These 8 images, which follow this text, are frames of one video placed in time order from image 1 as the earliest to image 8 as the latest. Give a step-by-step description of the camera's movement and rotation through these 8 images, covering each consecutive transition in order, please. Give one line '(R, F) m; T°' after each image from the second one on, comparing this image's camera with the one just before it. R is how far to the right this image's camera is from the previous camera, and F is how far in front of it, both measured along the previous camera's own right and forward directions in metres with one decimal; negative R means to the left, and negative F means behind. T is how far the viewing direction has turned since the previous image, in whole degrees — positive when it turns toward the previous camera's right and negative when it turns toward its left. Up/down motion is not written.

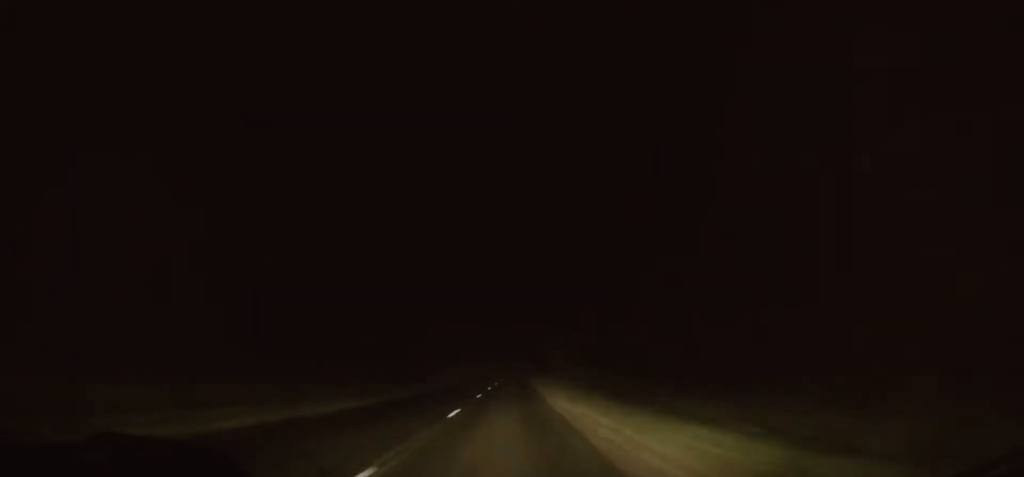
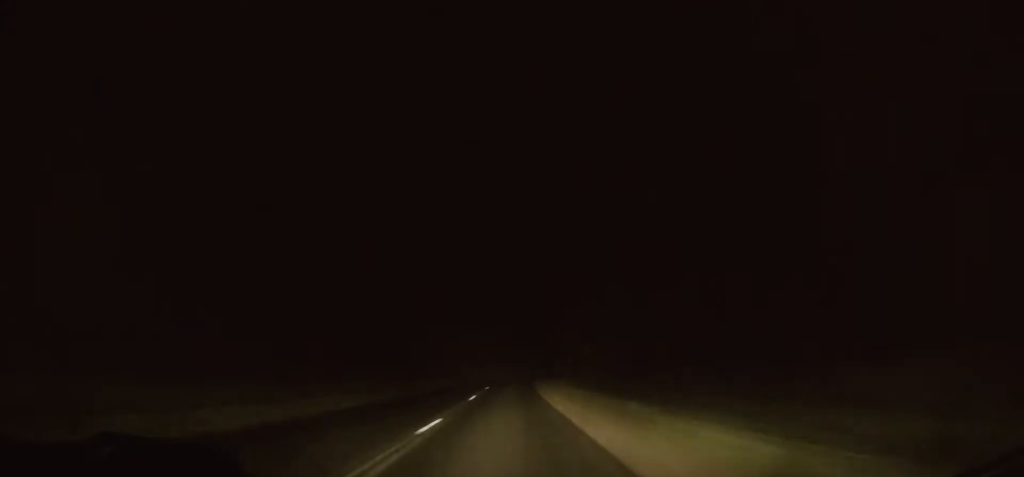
(-0.1, +40.1) m; 0°
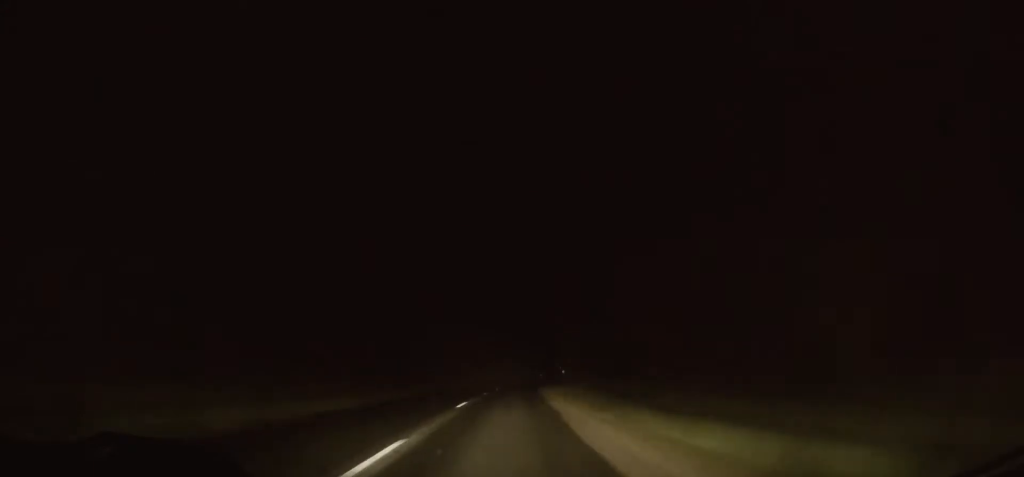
(0.0, +16.6) m; 0°
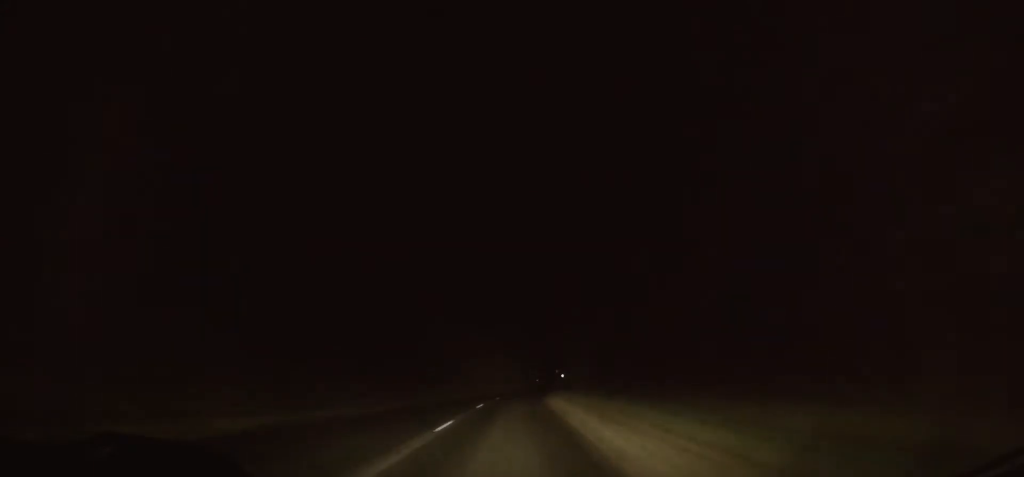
(-0.1, +16.7) m; +1°
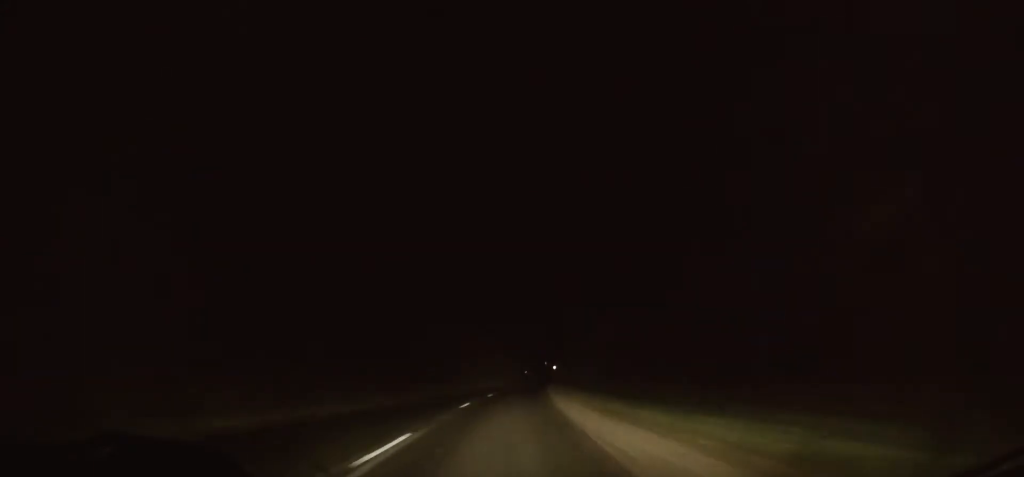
(+0.3, +18.1) m; +1°
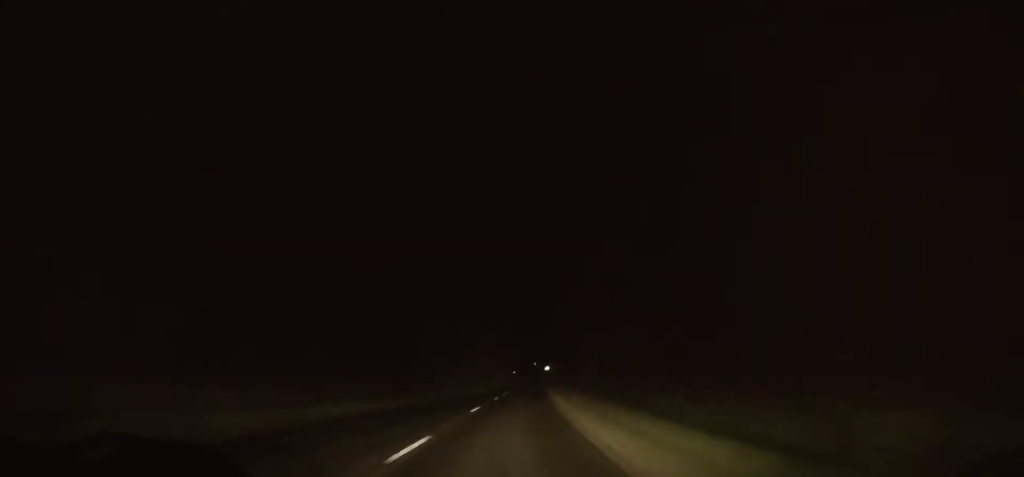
(+0.2, +22.8) m; +1°
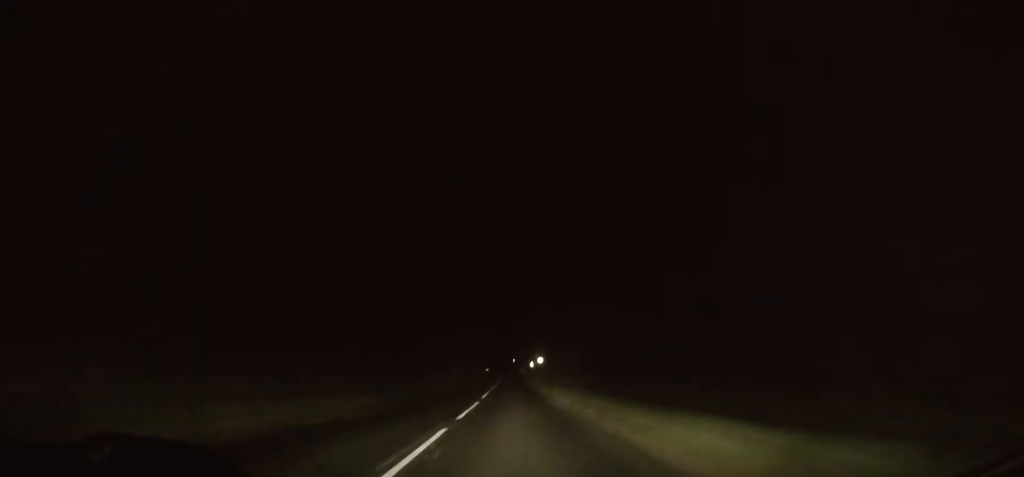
(+0.9, +61.0) m; +1°
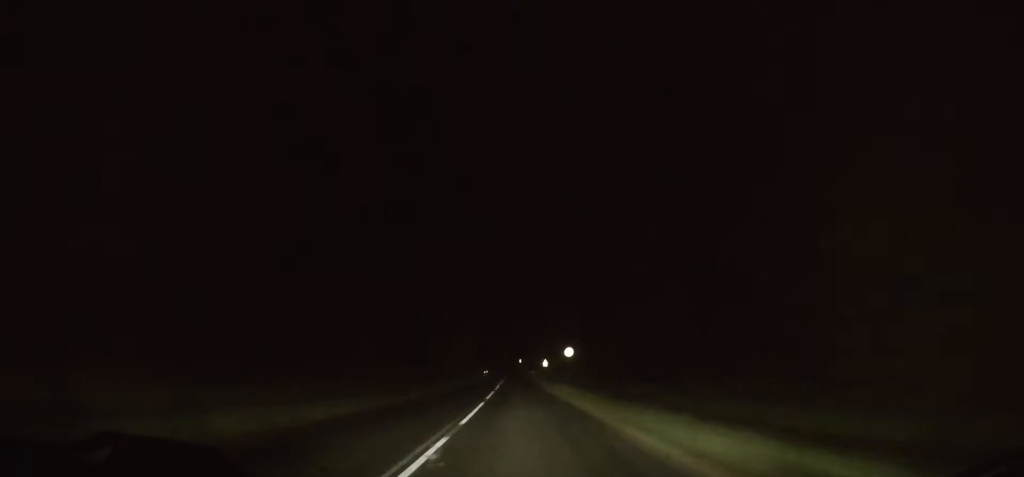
(-0.2, +38.7) m; -1°
